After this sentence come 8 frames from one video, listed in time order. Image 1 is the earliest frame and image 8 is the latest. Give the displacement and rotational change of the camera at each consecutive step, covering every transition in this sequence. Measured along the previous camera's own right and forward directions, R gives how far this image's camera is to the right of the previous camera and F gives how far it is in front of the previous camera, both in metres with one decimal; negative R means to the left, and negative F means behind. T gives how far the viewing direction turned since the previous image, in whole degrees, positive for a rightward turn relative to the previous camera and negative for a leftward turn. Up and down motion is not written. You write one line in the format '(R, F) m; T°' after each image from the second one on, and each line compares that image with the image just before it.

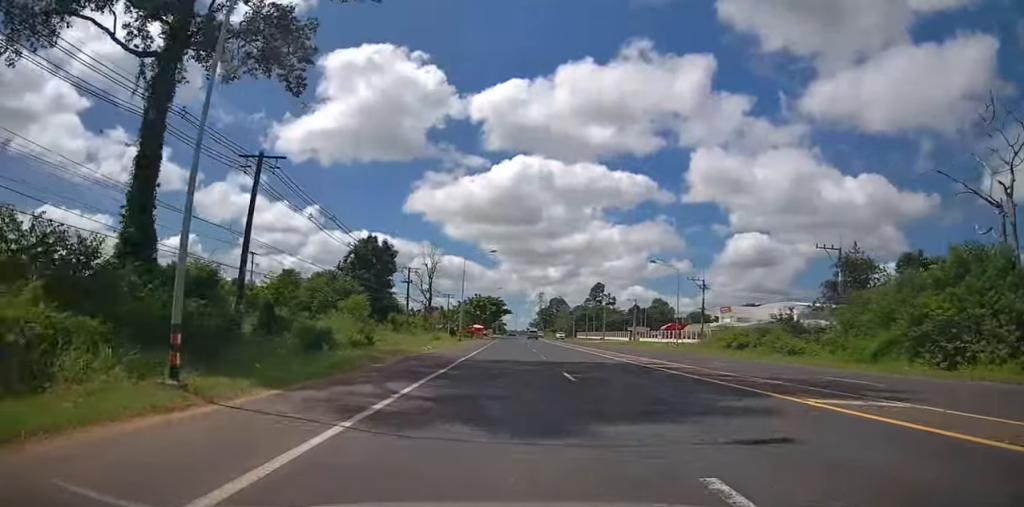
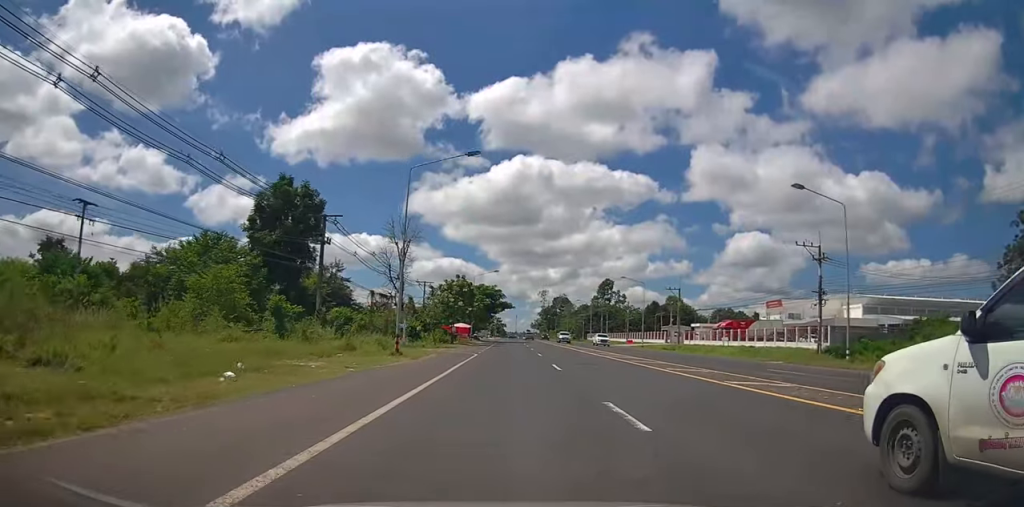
(+0.2, +31.6) m; 0°
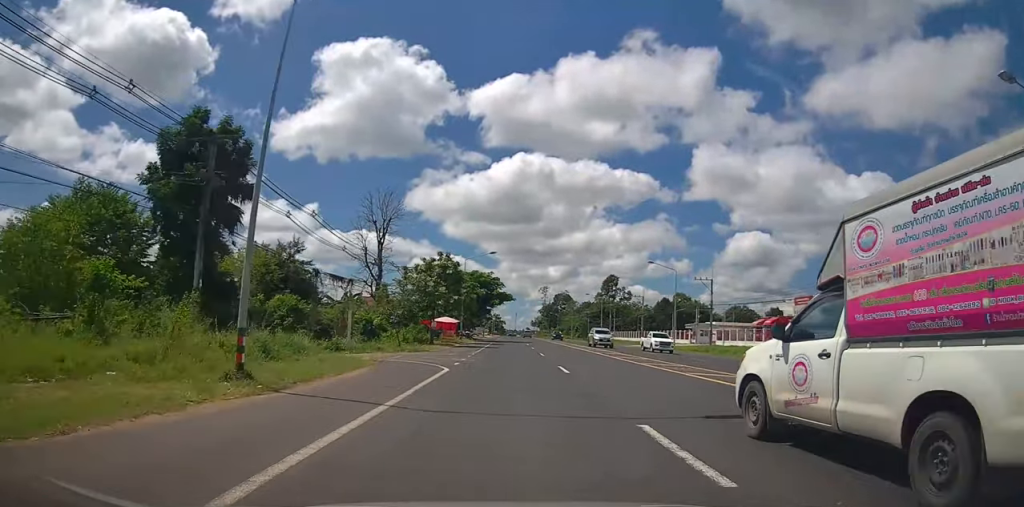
(+0.1, +14.9) m; 0°
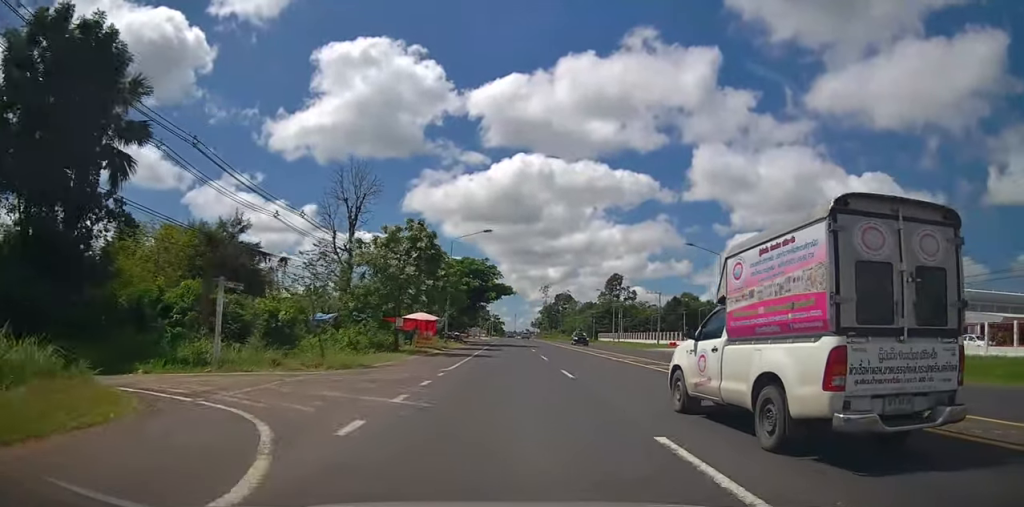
(0.0, +13.2) m; 0°
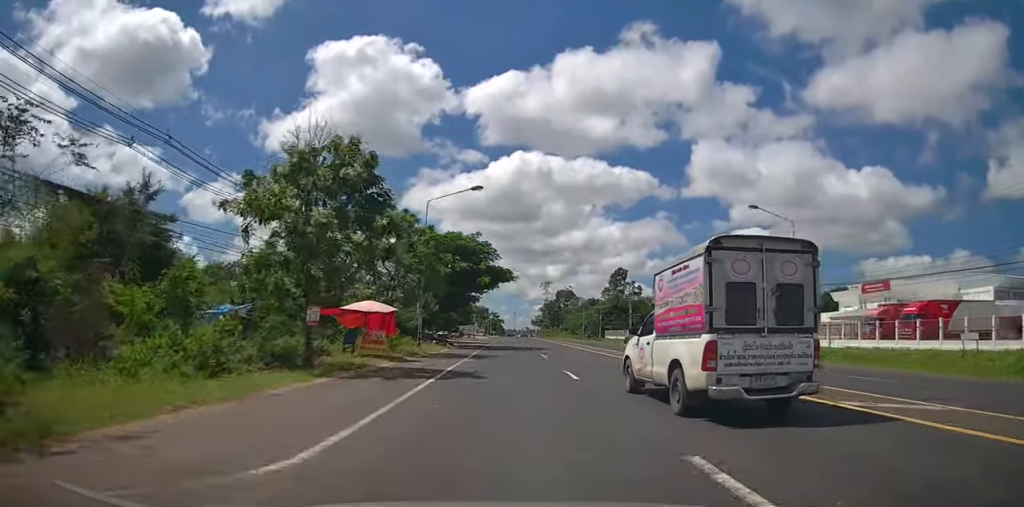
(-0.1, +13.2) m; 0°
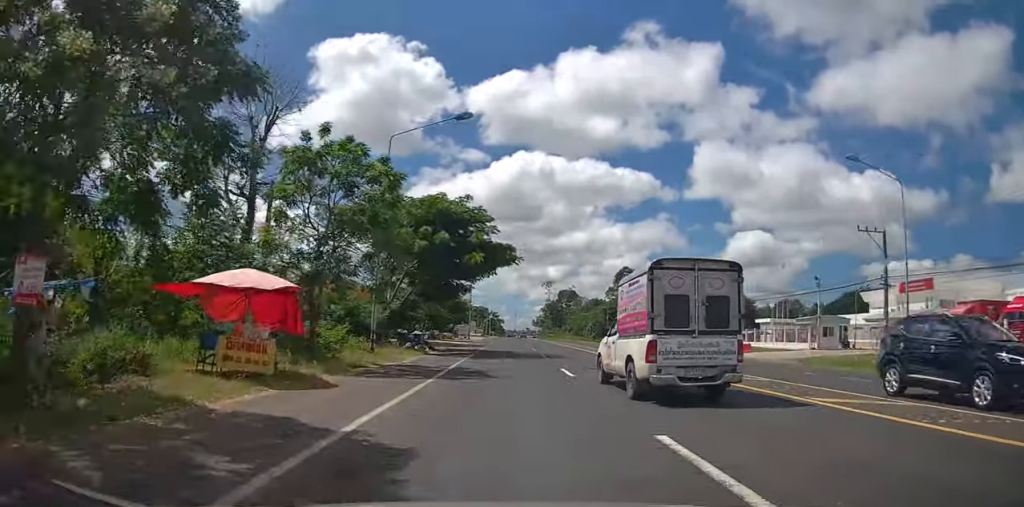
(0.0, +11.0) m; 0°
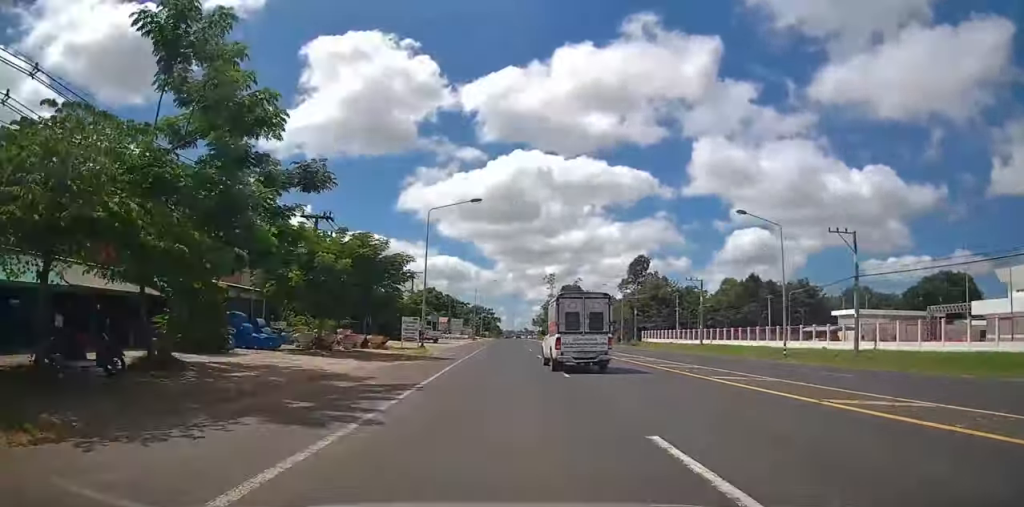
(0.0, +36.8) m; 0°
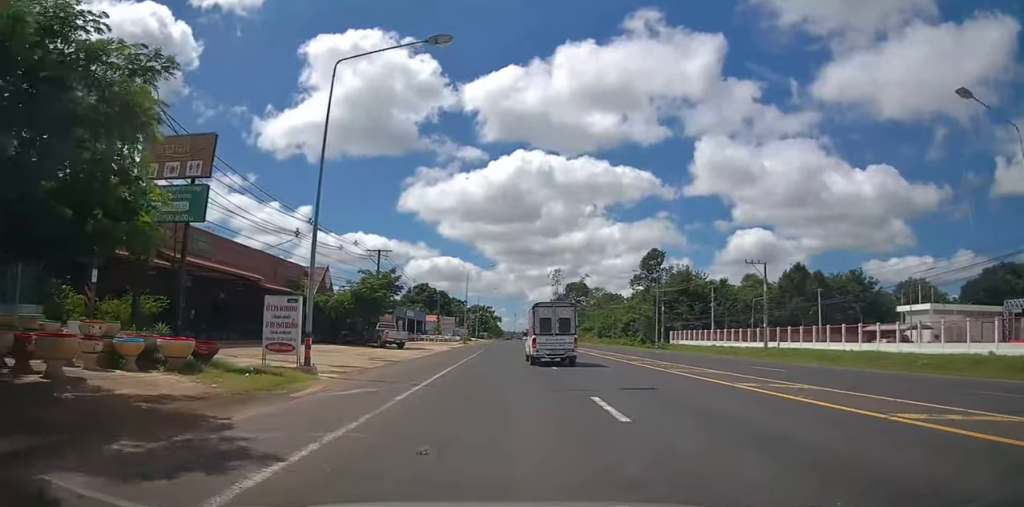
(0.0, +20.0) m; 0°
